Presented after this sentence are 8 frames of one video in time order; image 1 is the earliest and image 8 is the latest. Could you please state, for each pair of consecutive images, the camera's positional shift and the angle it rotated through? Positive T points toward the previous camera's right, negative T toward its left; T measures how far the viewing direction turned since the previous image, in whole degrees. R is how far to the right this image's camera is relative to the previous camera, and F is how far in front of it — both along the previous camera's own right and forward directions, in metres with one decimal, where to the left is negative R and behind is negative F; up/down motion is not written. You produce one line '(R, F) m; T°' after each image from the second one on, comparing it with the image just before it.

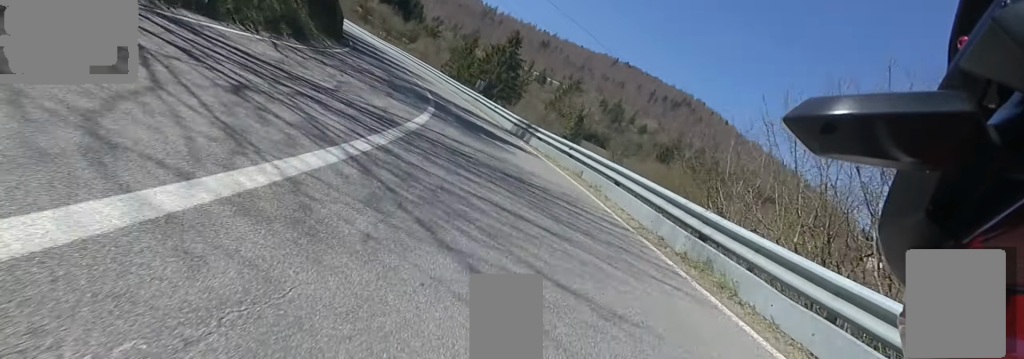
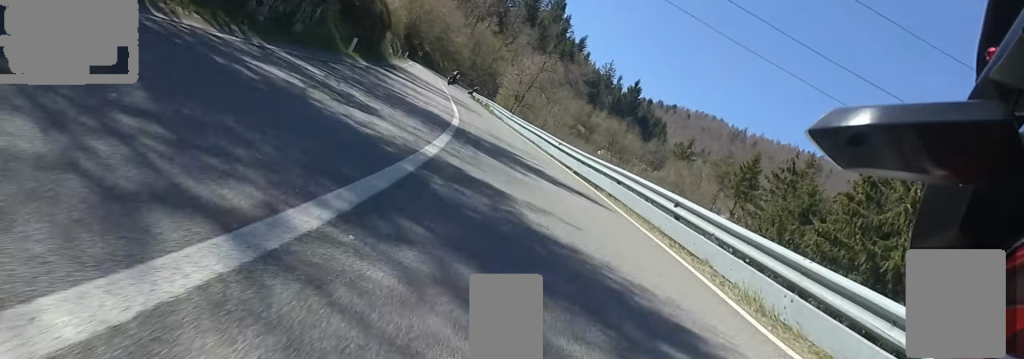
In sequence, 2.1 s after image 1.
(-0.1, +35.9) m; -2°
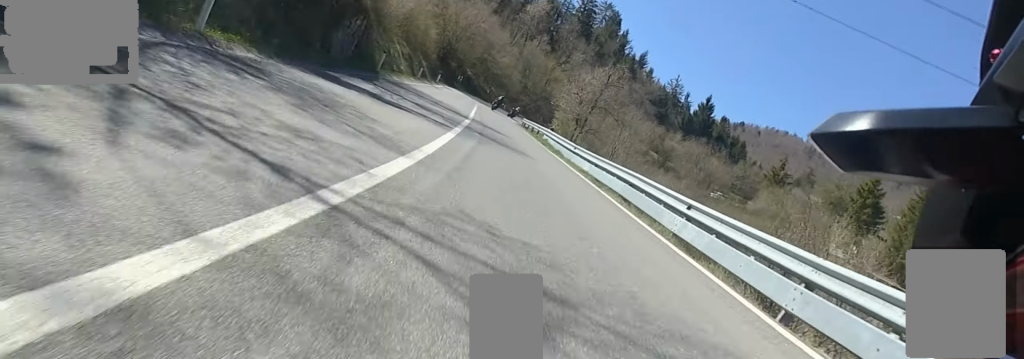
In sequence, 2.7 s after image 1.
(+0.2, +9.2) m; -7°
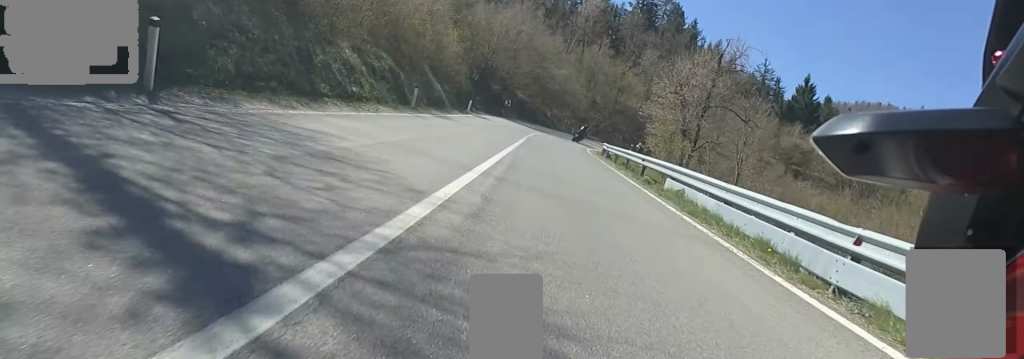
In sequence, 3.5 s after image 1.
(-1.4, +12.4) m; -9°
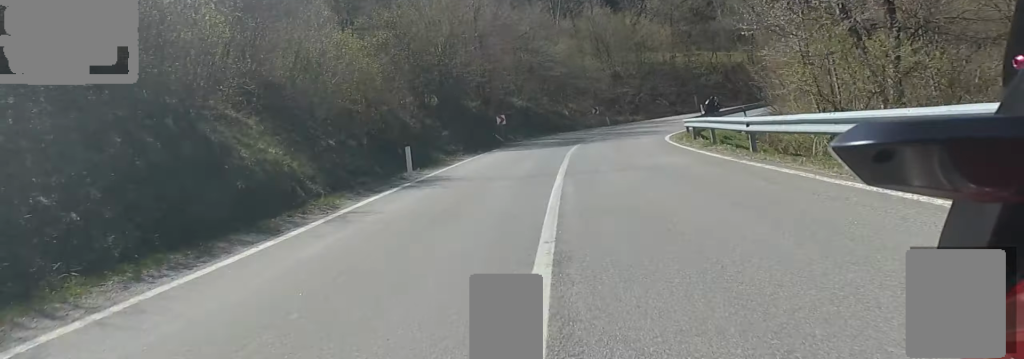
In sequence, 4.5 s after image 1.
(-1.6, +15.0) m; -3°
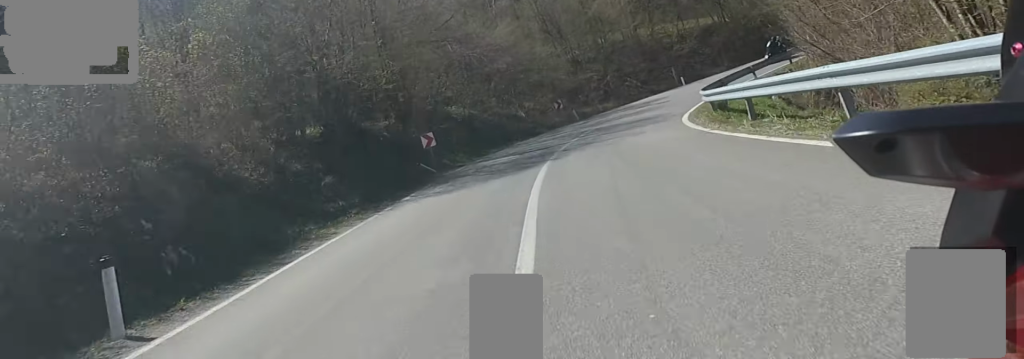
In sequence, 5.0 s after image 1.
(-0.3, +8.1) m; +4°
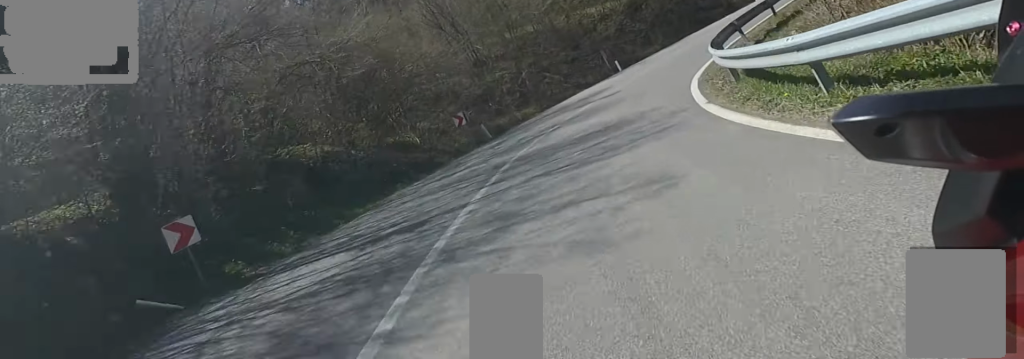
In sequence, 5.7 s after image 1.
(+1.0, +8.7) m; +11°
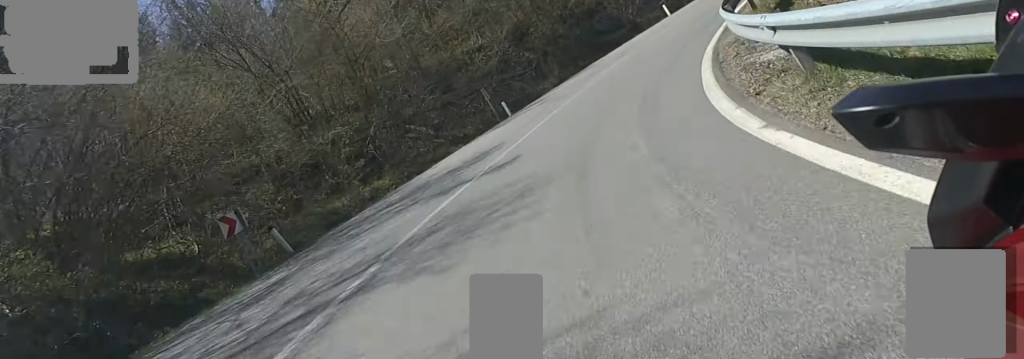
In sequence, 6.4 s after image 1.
(+0.9, +8.2) m; +14°
